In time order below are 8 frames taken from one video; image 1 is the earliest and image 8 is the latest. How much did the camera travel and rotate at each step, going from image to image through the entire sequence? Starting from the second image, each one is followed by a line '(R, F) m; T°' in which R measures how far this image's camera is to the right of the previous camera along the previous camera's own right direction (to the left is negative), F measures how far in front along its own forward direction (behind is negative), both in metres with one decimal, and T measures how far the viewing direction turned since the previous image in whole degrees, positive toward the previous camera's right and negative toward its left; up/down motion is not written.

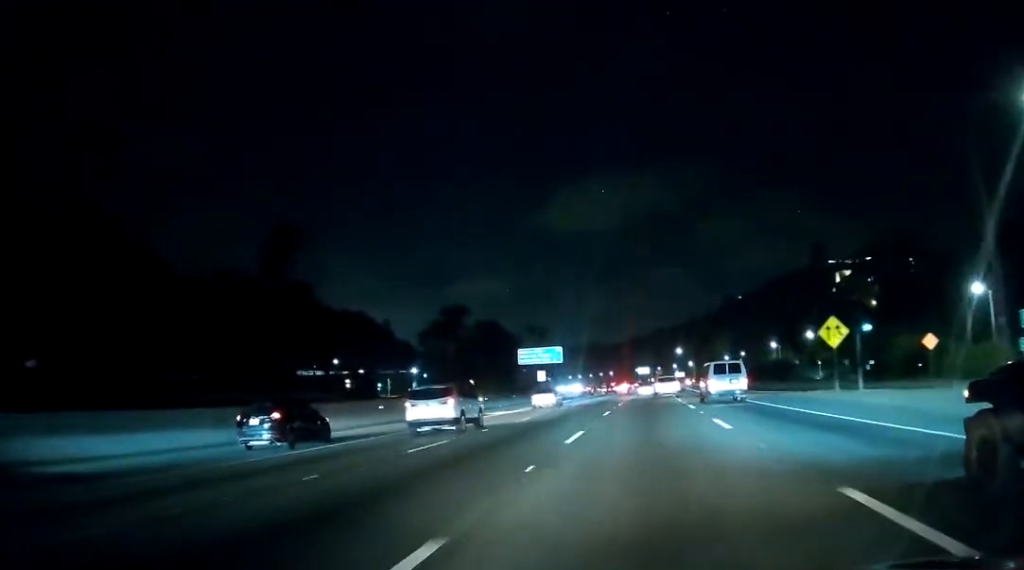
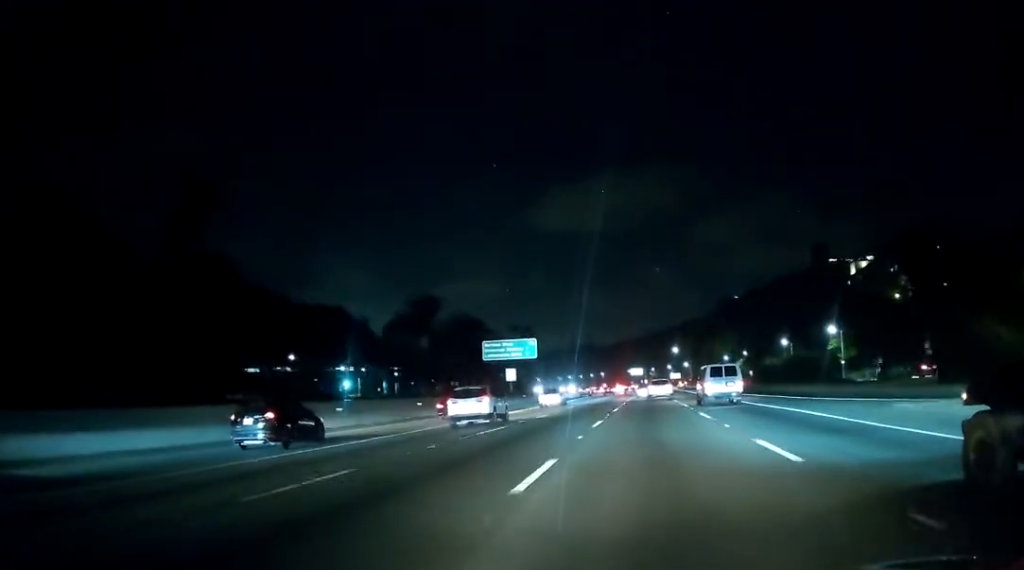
(-0.6, +22.4) m; -2°
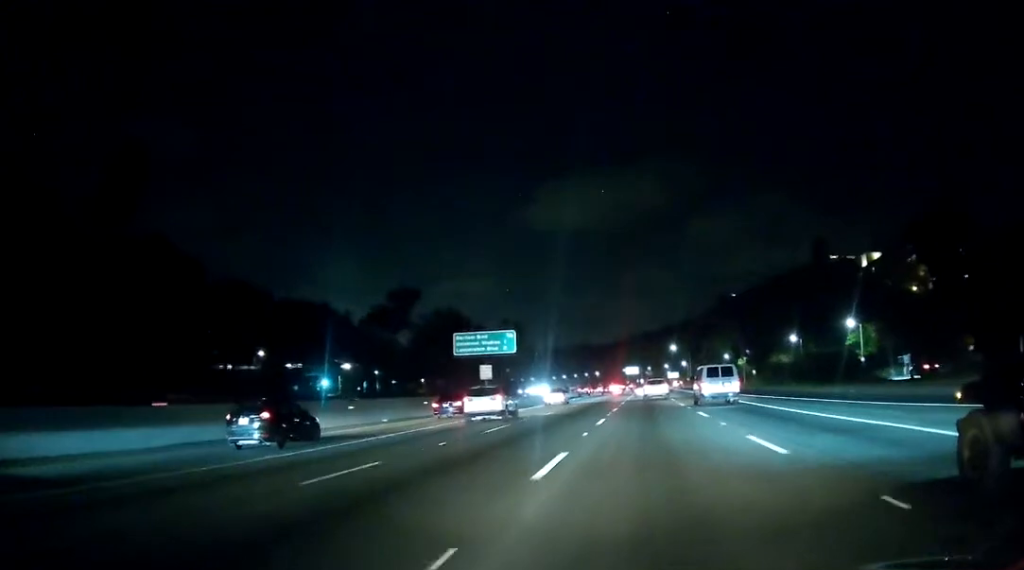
(-0.2, +13.7) m; +1°
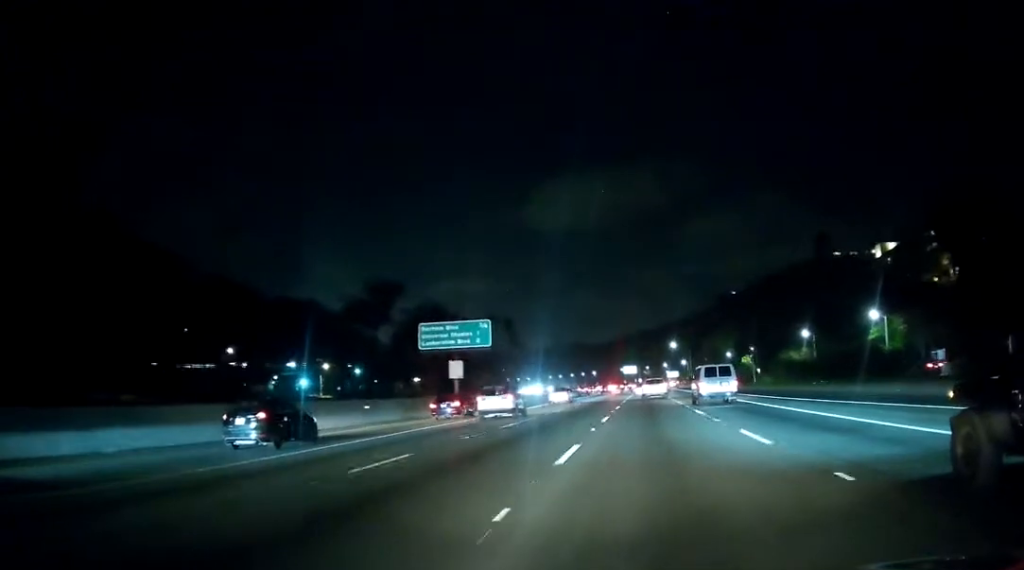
(+0.3, +12.1) m; +1°
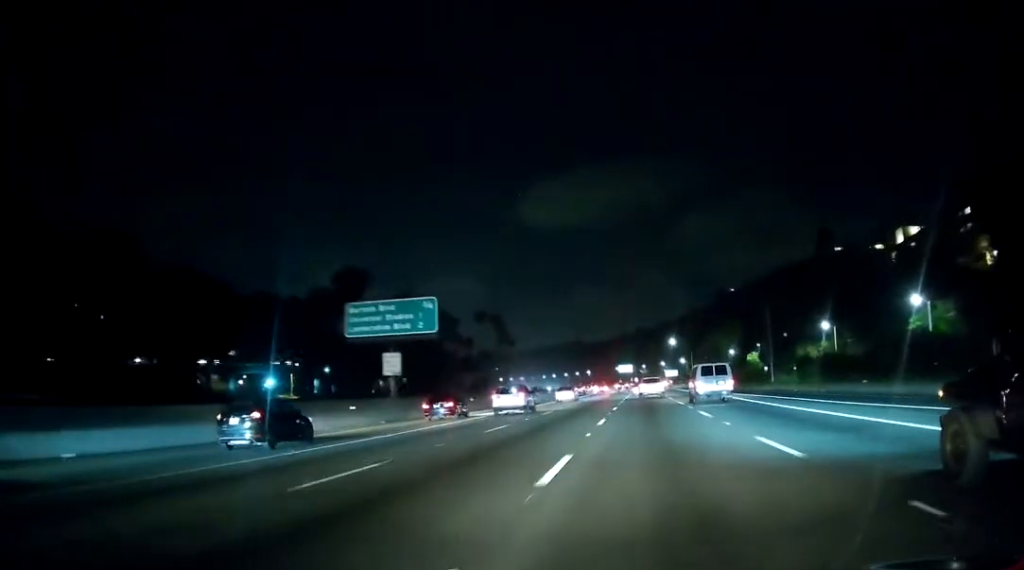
(+0.3, +17.1) m; +1°
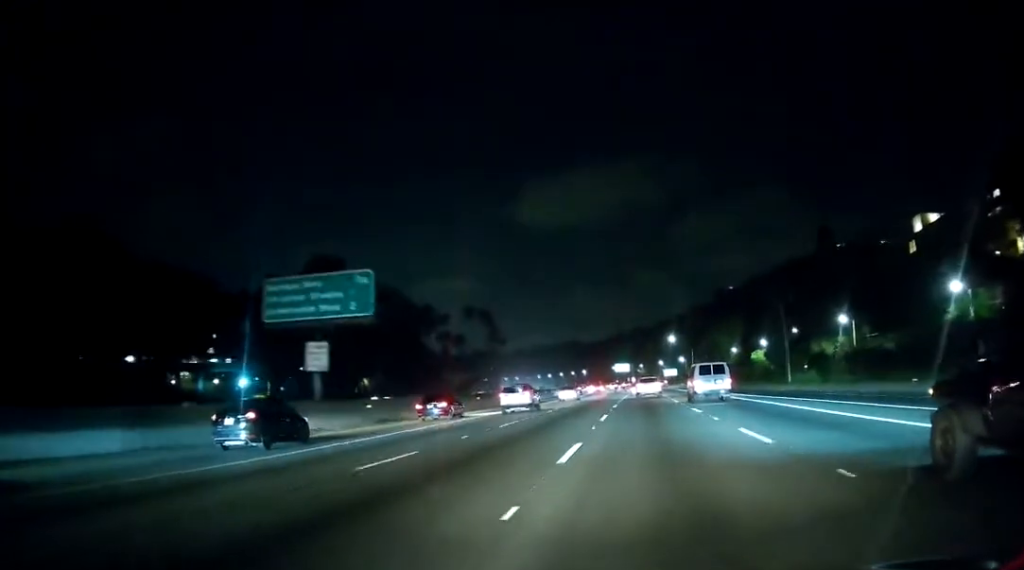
(0.0, +11.3) m; 0°
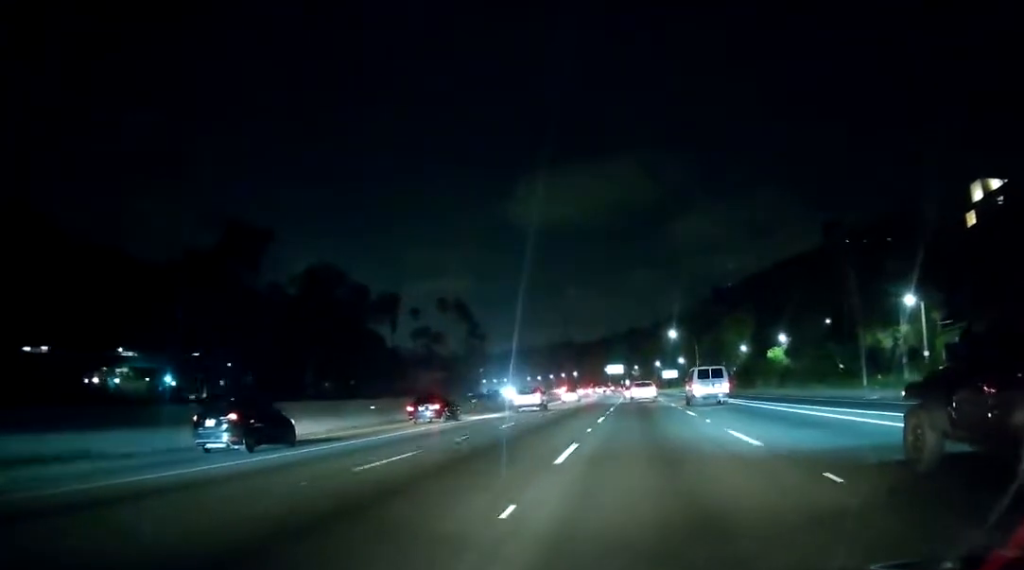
(+0.2, +28.8) m; 0°
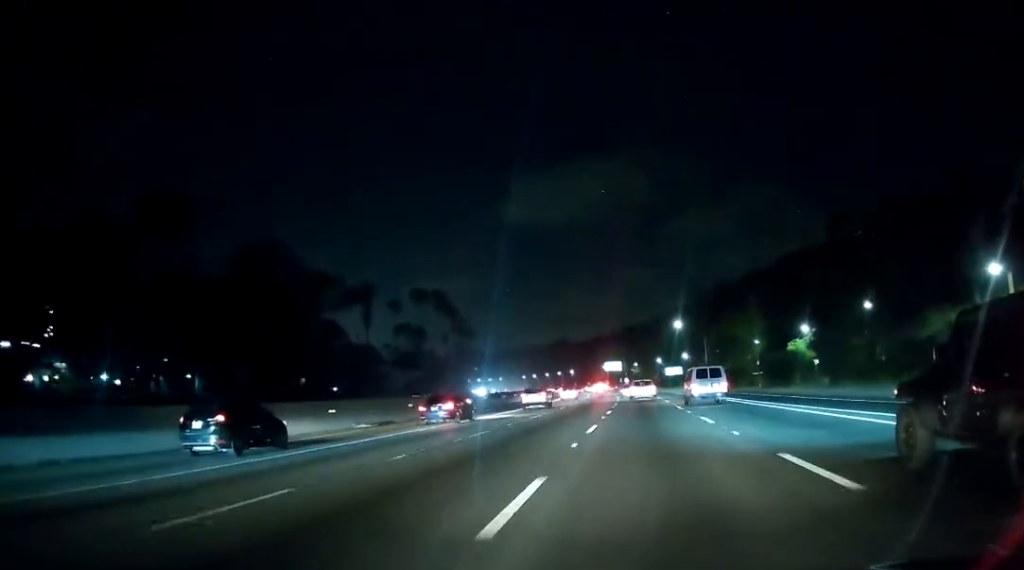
(-0.1, +19.9) m; 0°
